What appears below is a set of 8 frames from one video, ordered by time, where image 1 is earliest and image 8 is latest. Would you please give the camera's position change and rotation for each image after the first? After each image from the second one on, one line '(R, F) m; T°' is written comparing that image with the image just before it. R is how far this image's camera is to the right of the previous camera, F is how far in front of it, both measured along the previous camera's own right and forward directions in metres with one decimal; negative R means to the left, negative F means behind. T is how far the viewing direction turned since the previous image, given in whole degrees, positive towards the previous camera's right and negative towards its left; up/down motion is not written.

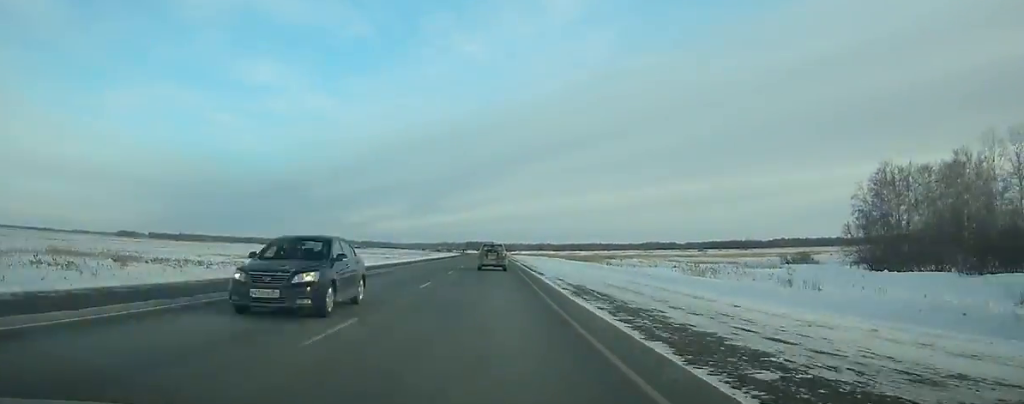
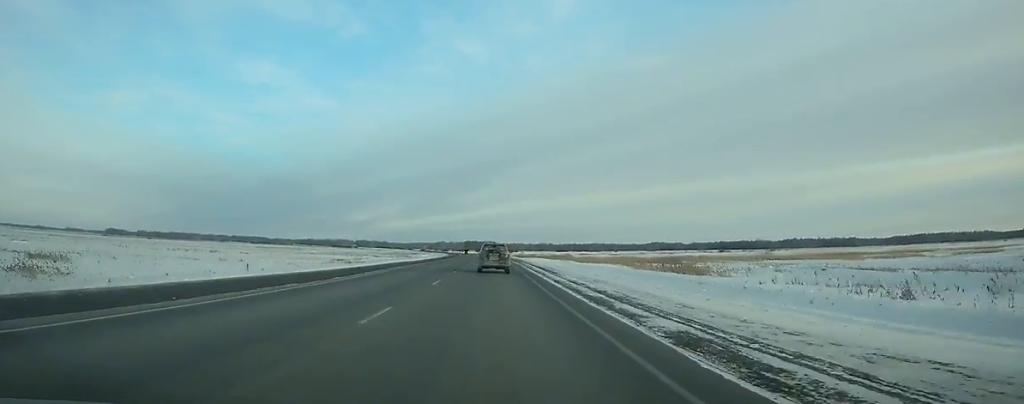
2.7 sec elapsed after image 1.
(0.0, +68.4) m; 0°
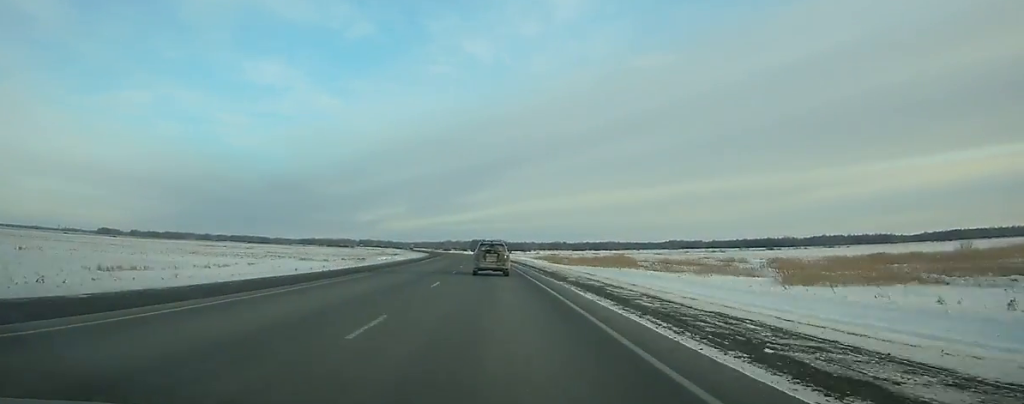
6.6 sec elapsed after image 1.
(-0.3, +96.6) m; -1°
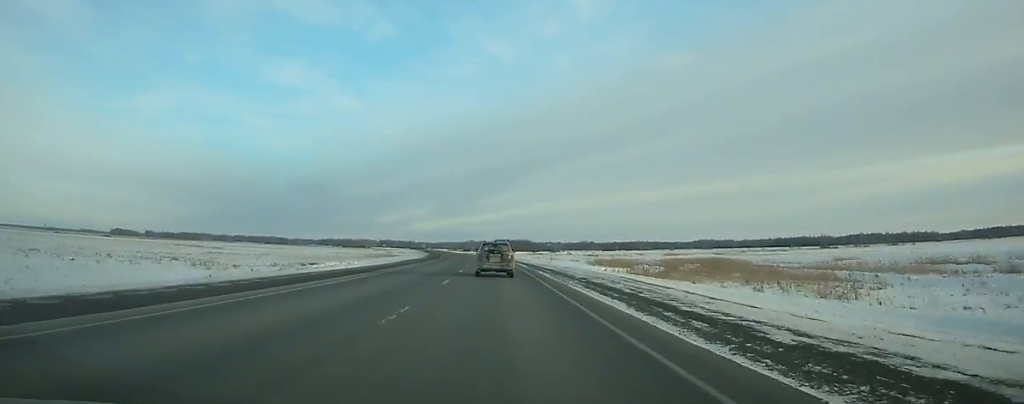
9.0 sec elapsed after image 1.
(-0.8, +58.1) m; -2°
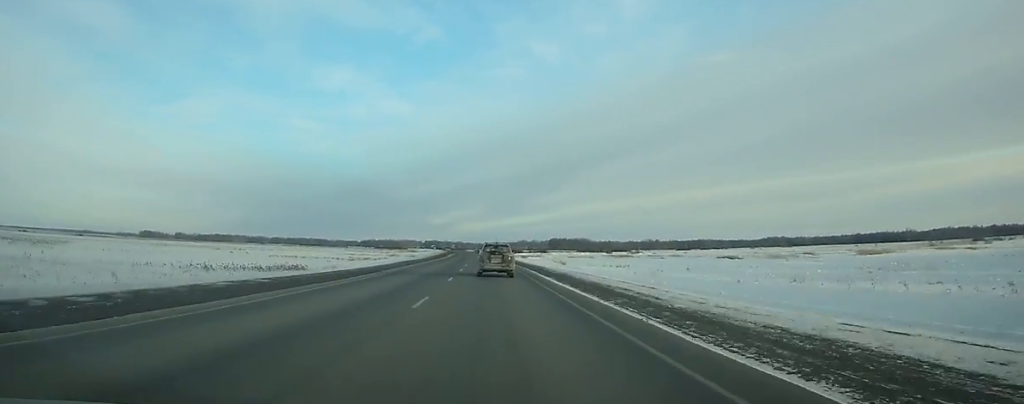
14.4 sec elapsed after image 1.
(-5.3, +129.7) m; -5°
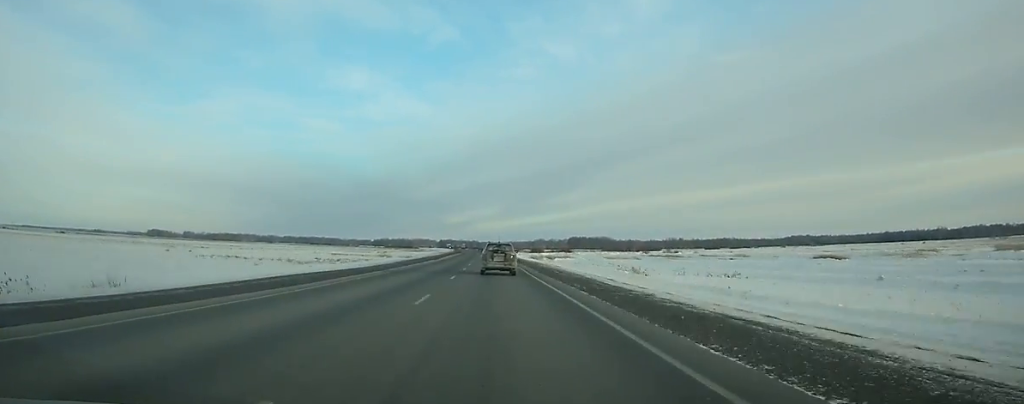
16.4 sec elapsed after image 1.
(-0.7, +48.6) m; -2°
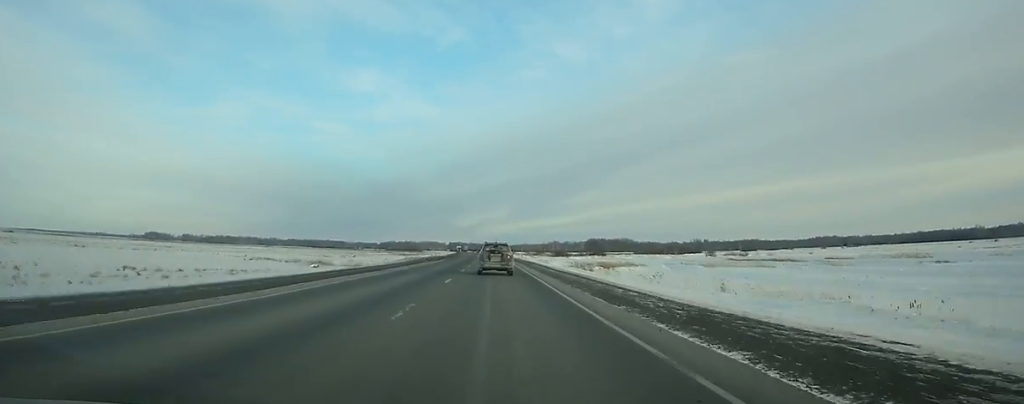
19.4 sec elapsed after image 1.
(-1.2, +74.8) m; -1°
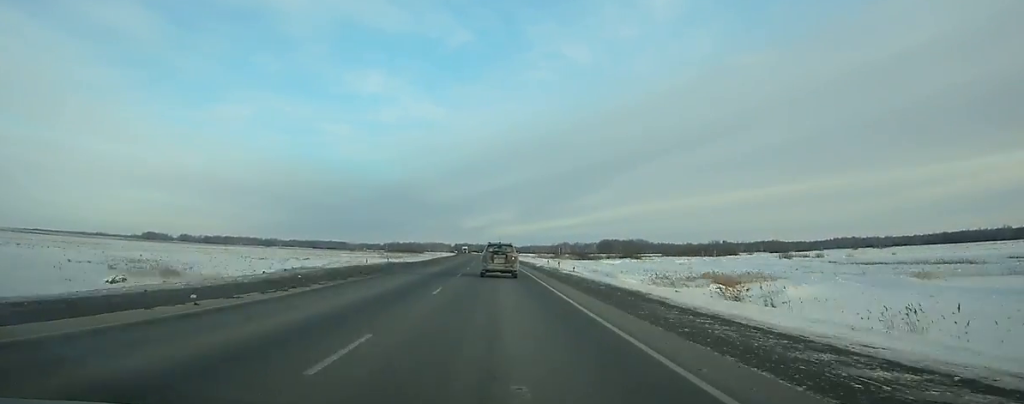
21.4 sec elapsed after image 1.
(-0.3, +51.0) m; 0°
